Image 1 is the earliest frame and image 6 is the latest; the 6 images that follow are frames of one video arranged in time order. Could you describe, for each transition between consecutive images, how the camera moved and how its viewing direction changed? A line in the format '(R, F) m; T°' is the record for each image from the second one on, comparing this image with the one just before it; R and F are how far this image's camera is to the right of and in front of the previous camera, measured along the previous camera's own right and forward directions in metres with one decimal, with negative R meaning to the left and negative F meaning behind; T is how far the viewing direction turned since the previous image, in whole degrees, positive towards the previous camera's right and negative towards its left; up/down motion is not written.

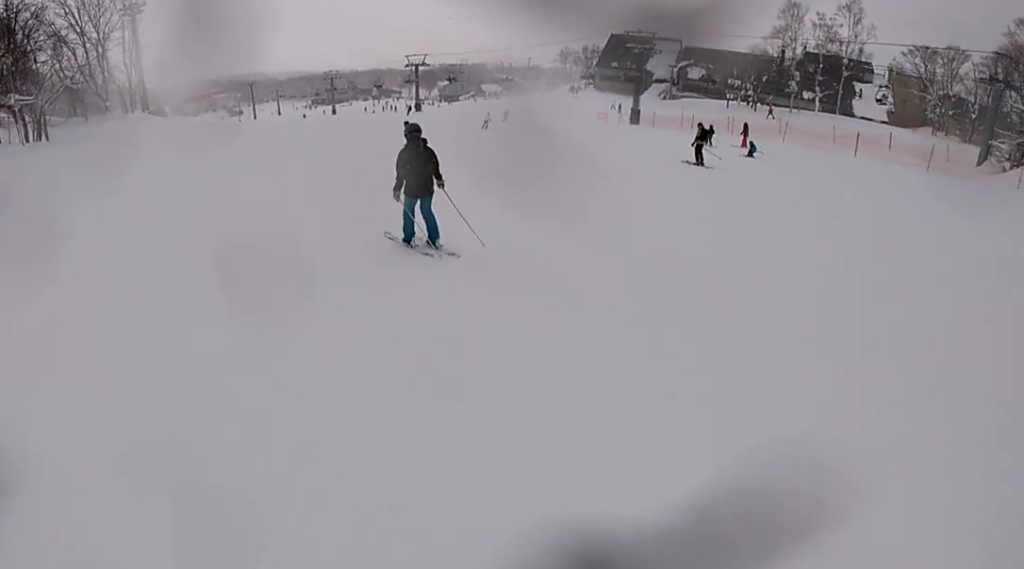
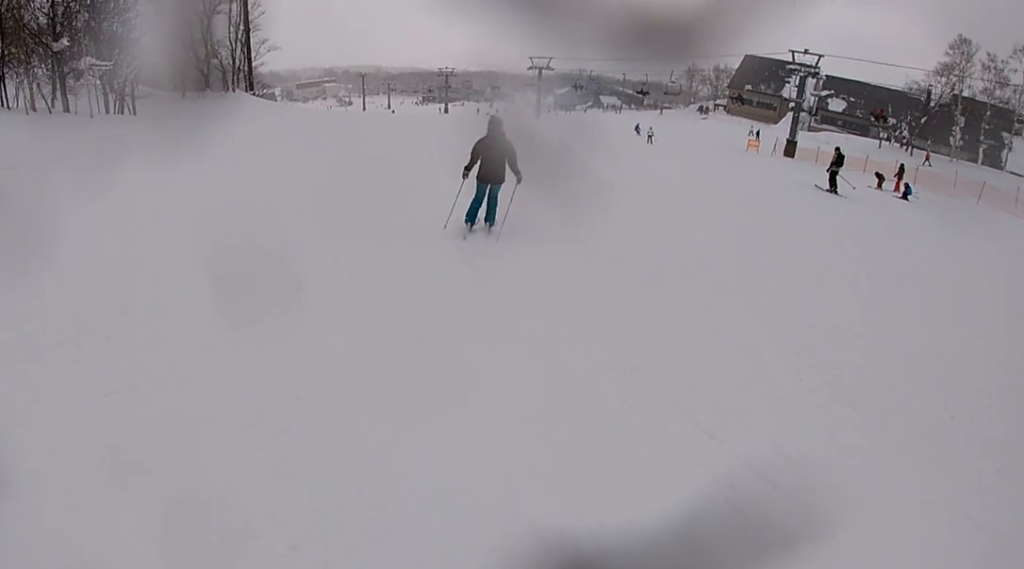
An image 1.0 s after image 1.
(-1.3, +7.3) m; -15°
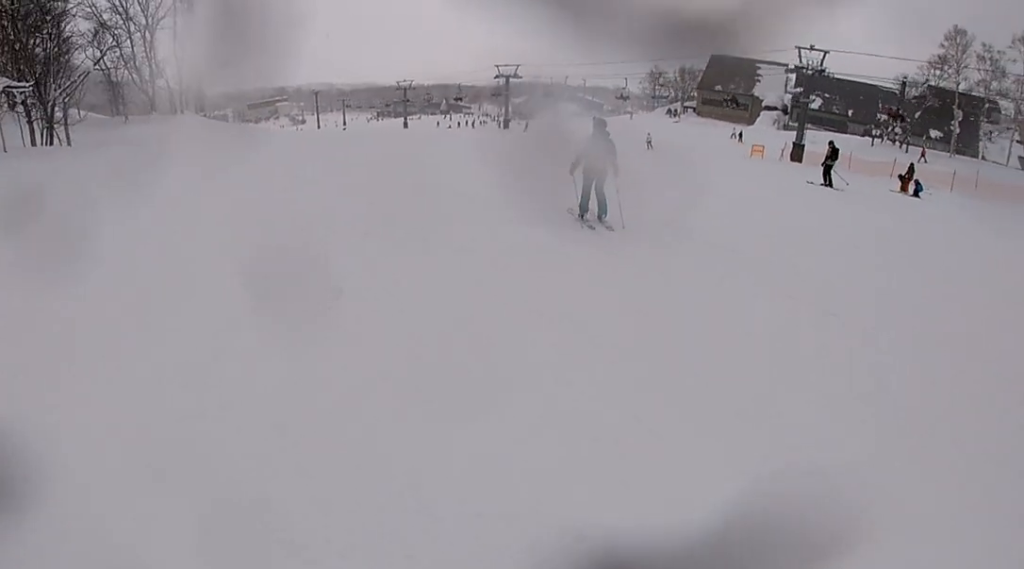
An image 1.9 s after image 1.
(-0.9, +7.0) m; +9°
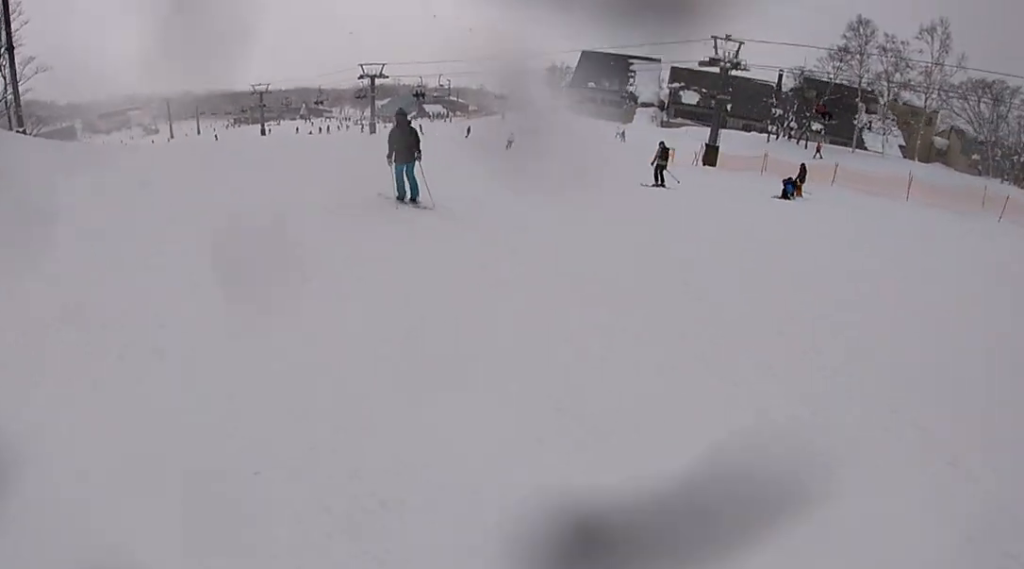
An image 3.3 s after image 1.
(+2.9, +9.6) m; +13°
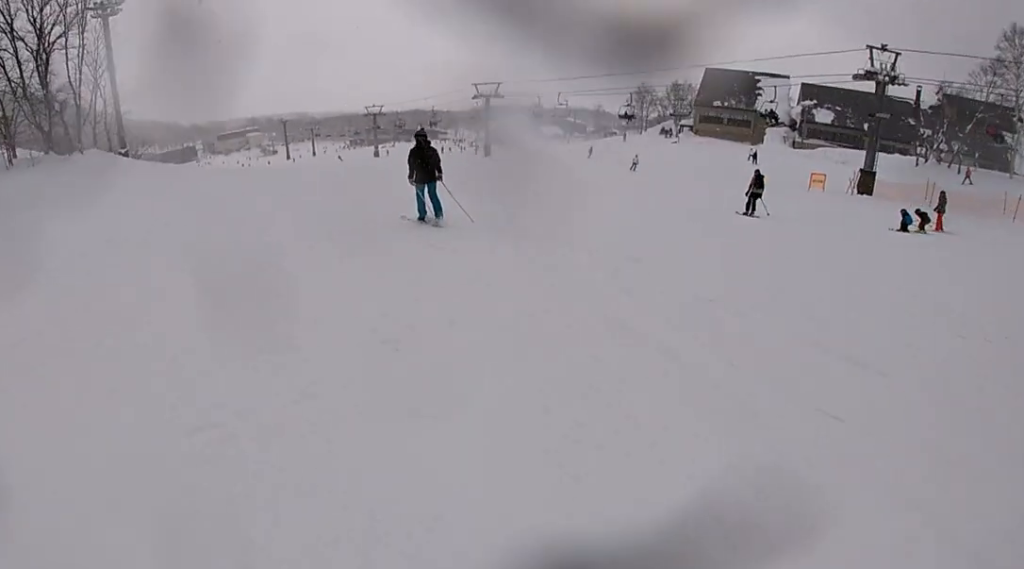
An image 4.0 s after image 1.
(+0.2, +4.7) m; -7°
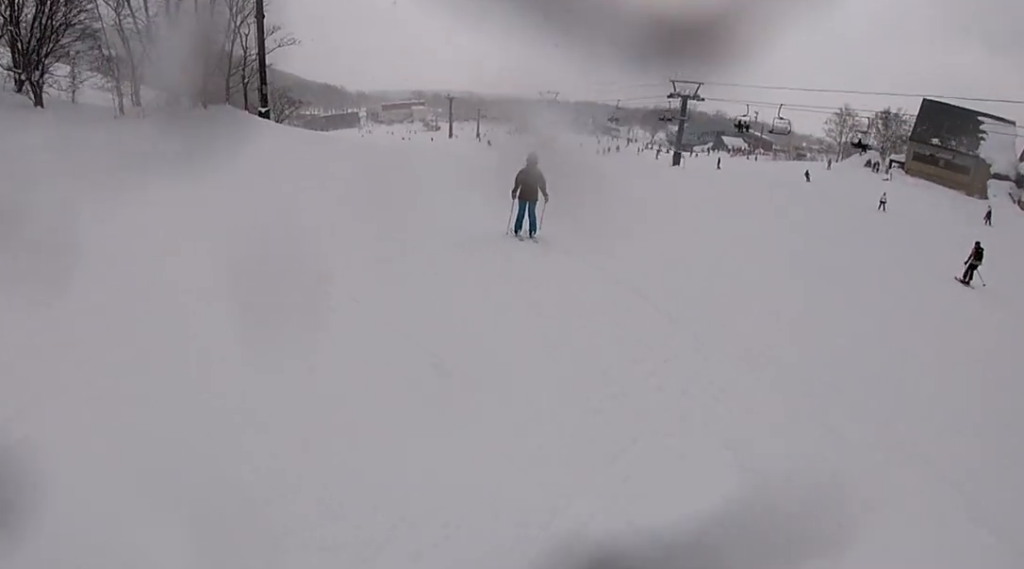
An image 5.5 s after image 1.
(-2.9, +10.6) m; -18°
